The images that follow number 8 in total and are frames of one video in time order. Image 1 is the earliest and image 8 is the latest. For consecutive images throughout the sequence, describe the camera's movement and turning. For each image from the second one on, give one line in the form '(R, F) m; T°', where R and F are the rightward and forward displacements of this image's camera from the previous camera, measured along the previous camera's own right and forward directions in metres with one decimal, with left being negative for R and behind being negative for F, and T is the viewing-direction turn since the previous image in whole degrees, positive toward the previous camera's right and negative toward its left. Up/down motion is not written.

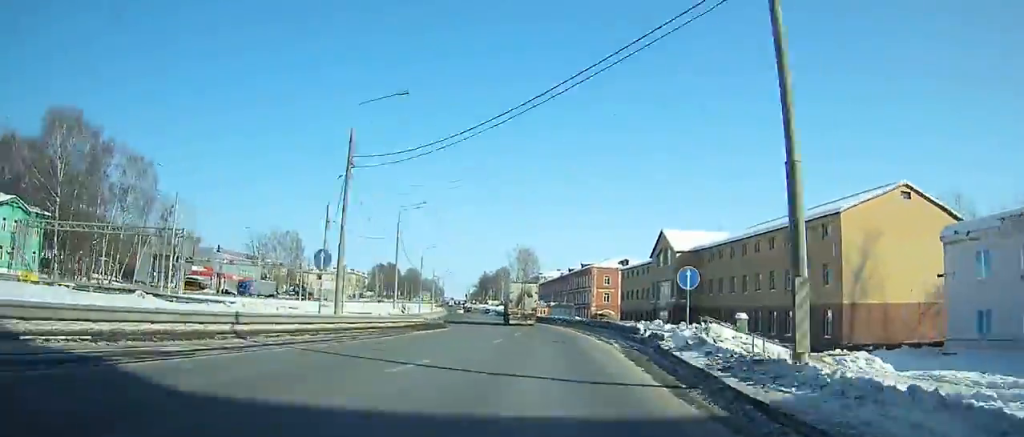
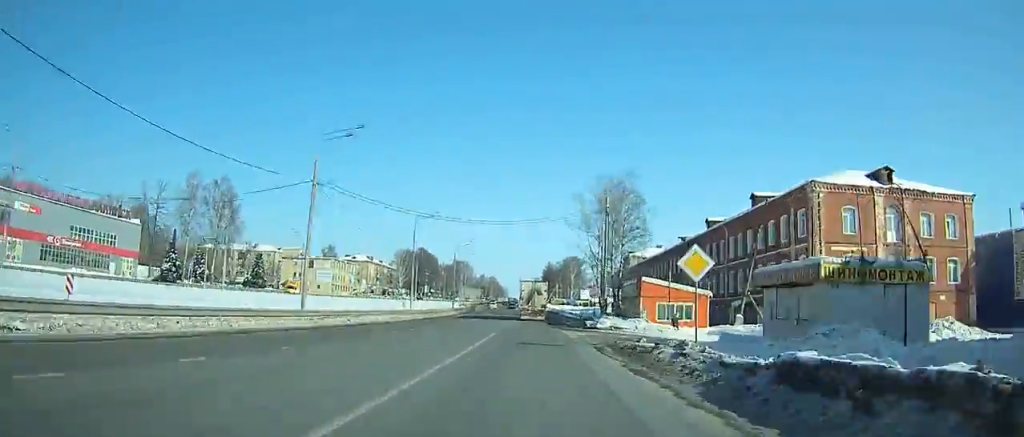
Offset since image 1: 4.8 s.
(-0.9, +85.3) m; -3°
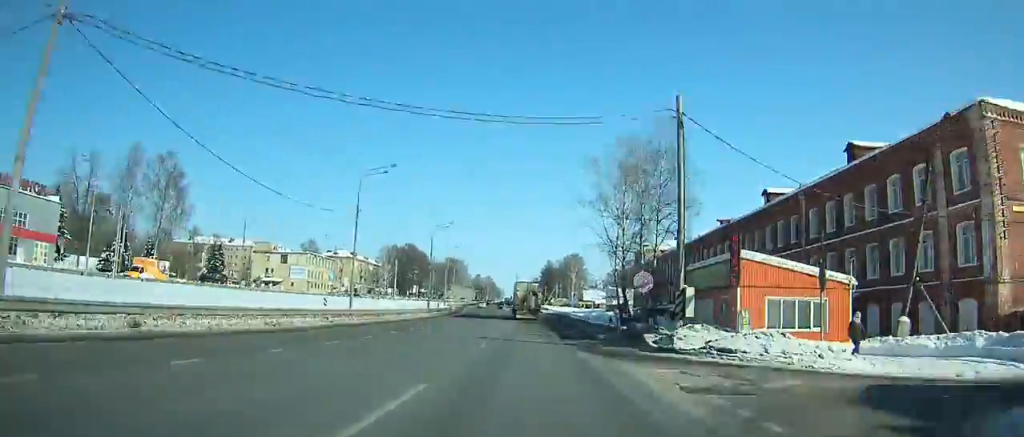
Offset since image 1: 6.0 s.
(-0.4, +20.6) m; -1°
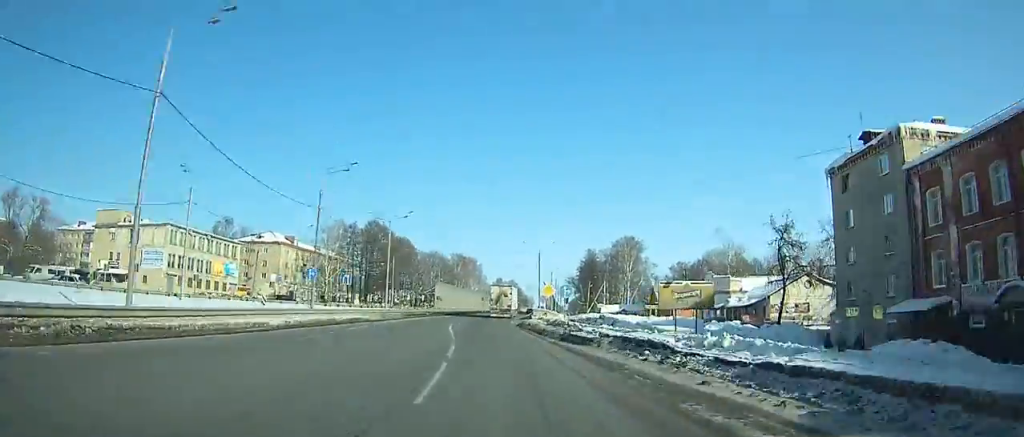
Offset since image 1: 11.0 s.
(-1.7, +85.0) m; -4°
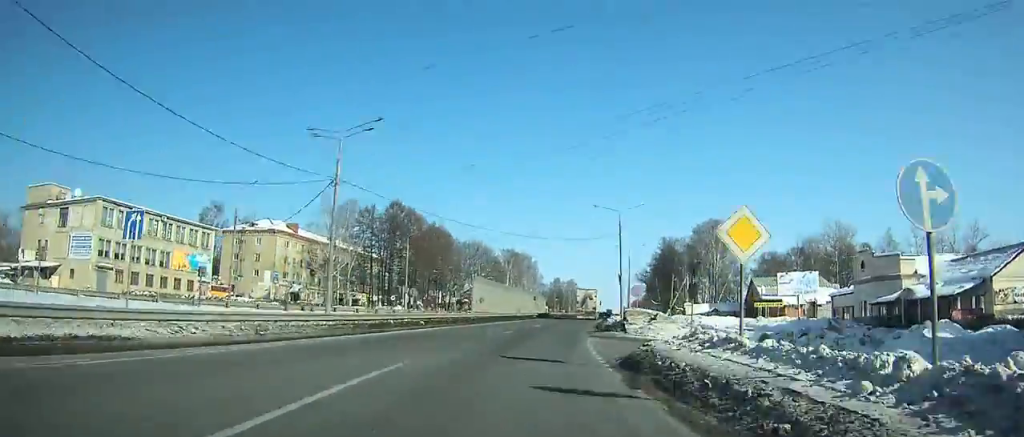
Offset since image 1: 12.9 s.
(-1.7, +32.0) m; 0°
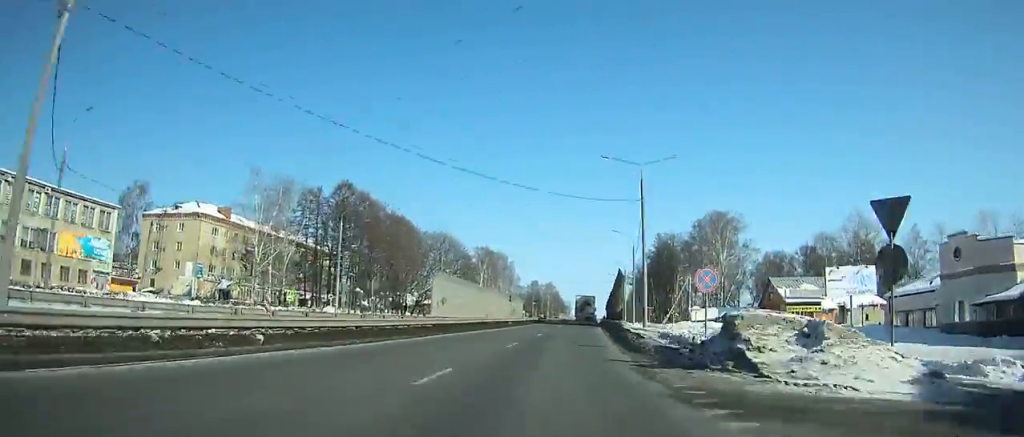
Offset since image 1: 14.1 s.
(-0.5, +20.3) m; 0°
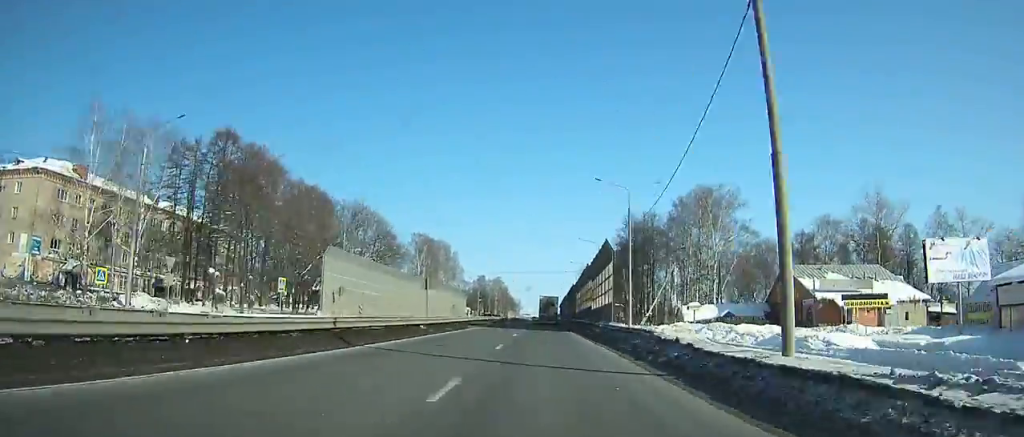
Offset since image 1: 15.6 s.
(+0.9, +25.6) m; +2°
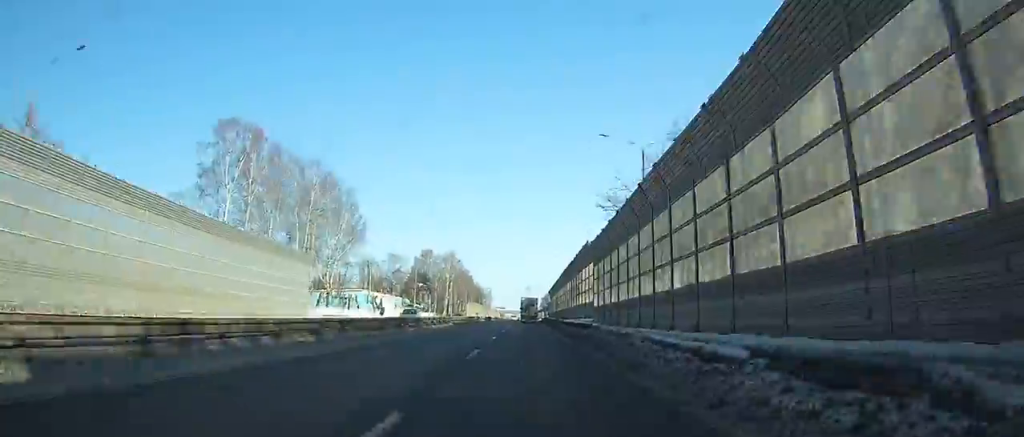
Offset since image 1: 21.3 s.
(+3.3, +100.0) m; +2°
